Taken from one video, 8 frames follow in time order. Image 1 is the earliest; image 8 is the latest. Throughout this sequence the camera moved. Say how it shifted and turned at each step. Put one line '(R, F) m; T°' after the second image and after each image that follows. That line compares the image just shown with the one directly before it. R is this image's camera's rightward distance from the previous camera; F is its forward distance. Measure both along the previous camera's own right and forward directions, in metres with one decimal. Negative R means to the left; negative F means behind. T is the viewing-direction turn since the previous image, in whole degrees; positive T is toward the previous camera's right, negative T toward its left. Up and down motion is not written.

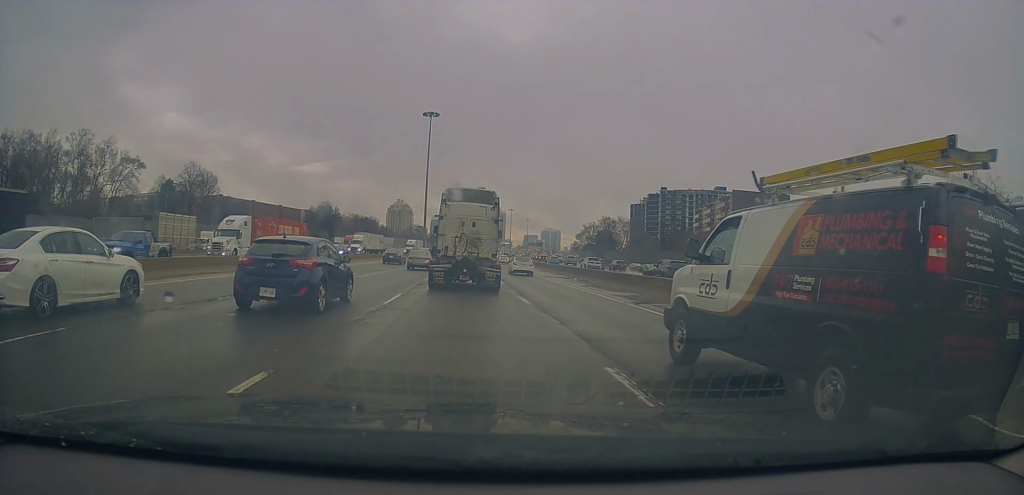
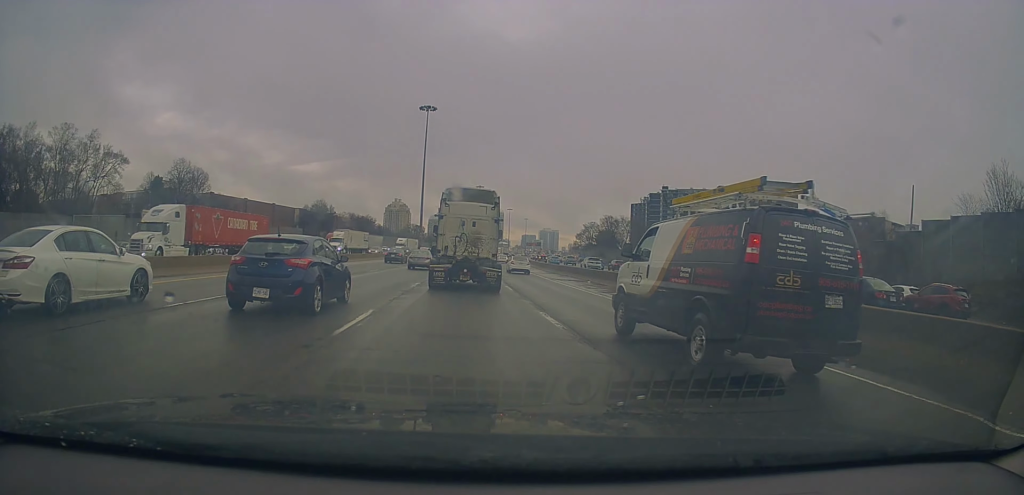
(+0.3, +4.9) m; 0°
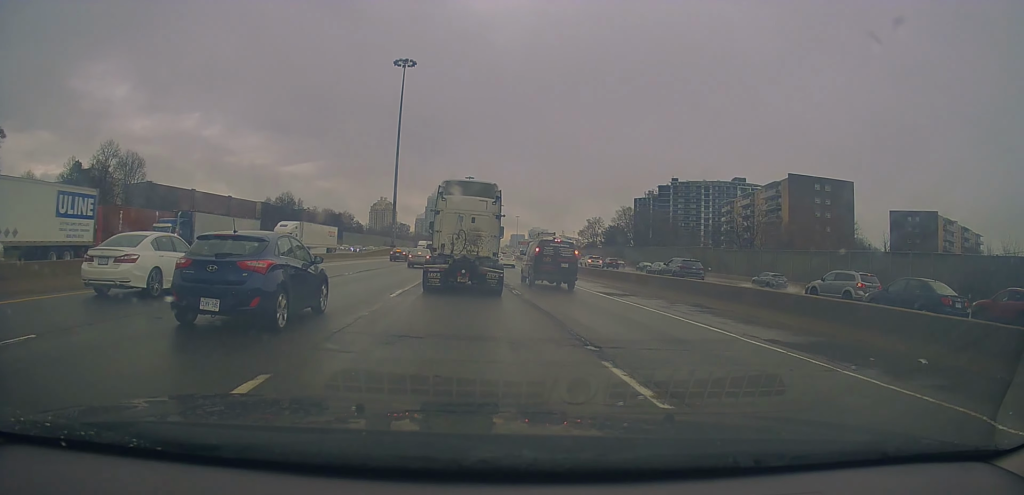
(-0.9, +30.0) m; -1°
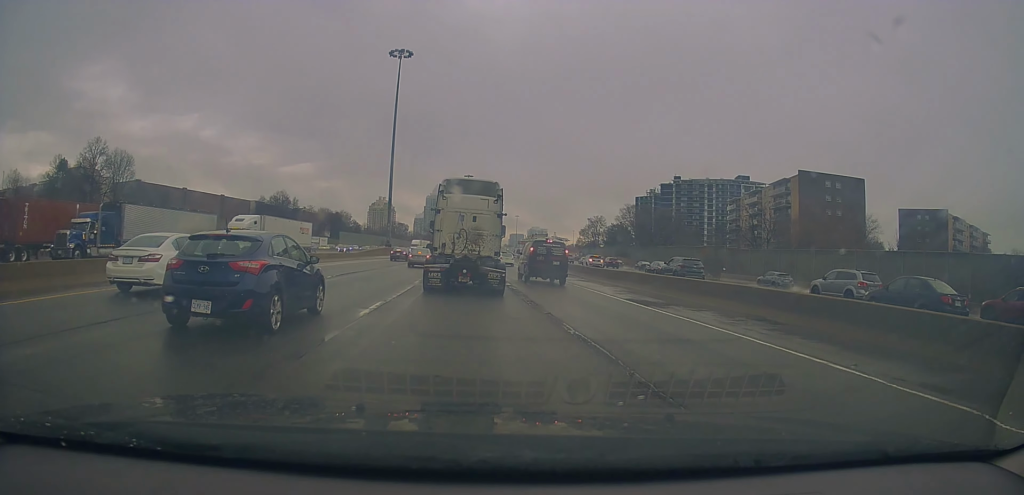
(0.0, +4.8) m; 0°
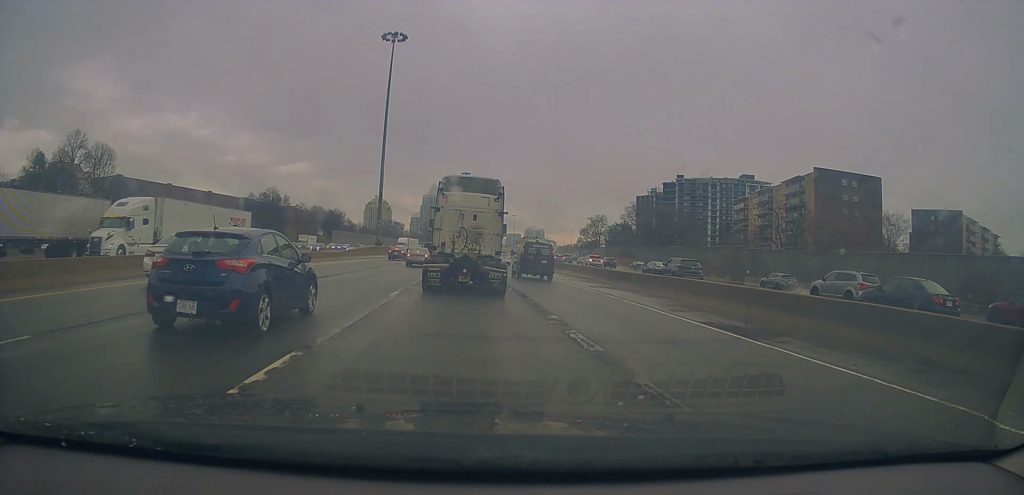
(-0.2, +7.0) m; +1°
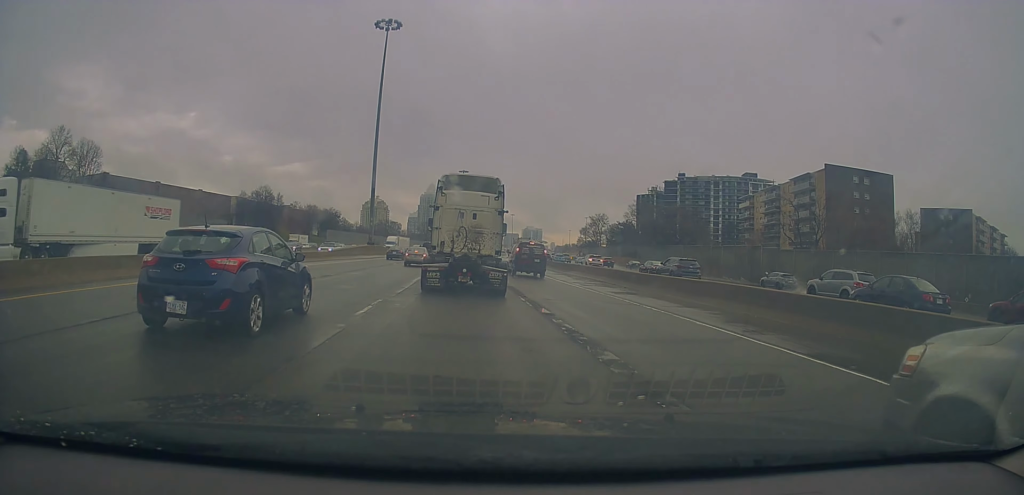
(+0.1, +5.0) m; +2°
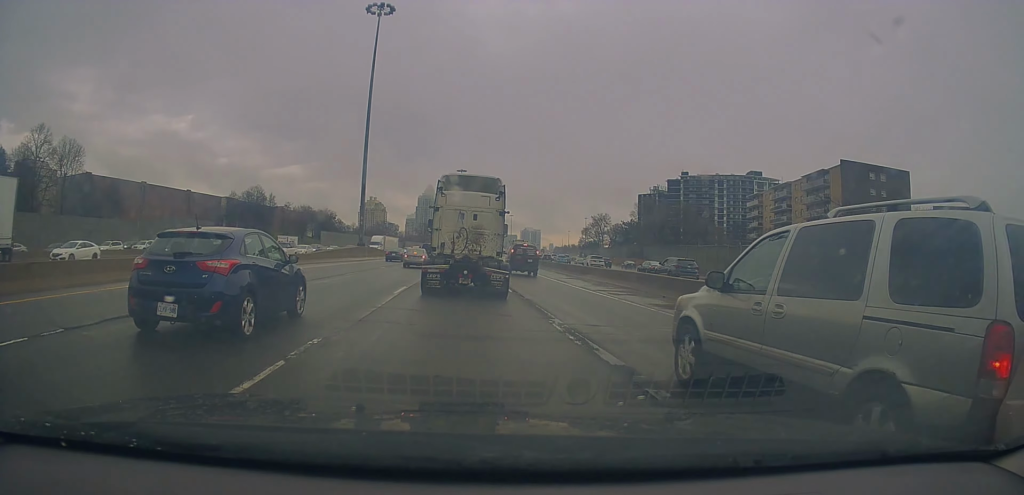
(+0.1, +6.3) m; +3°
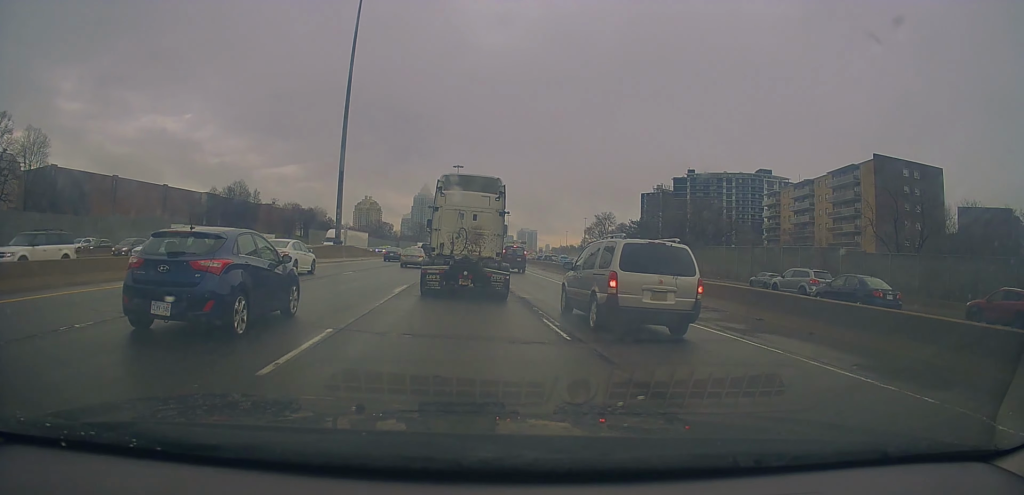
(+0.4, +11.2) m; +1°
